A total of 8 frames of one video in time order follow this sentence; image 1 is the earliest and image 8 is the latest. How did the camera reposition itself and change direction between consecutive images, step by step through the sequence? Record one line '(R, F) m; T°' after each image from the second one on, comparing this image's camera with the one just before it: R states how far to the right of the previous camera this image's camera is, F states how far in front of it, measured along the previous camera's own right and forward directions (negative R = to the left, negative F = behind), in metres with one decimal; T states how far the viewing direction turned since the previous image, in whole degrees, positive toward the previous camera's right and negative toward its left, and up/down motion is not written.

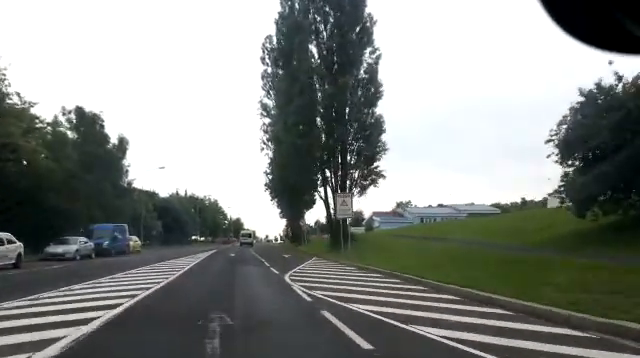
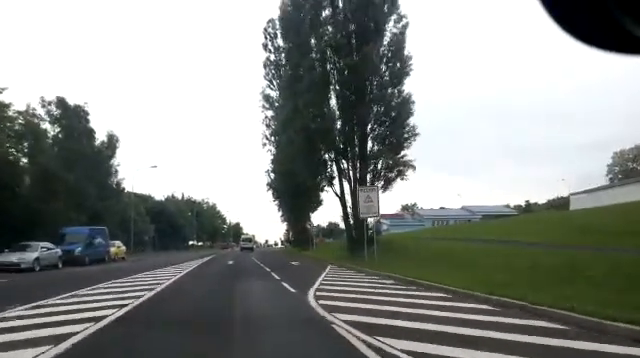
(+0.1, +5.7) m; 0°
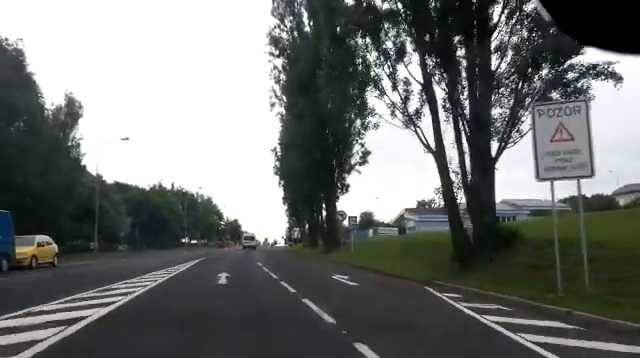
(+0.1, +14.6) m; 0°
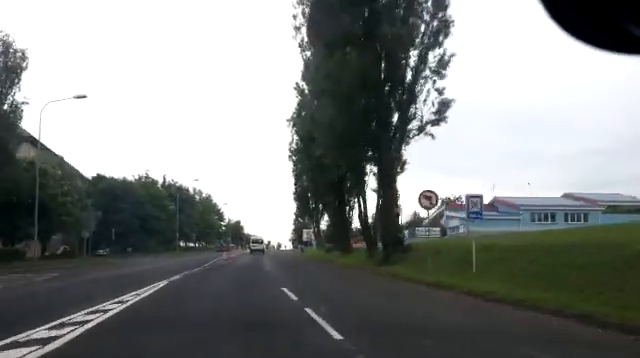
(0.0, +14.4) m; 0°
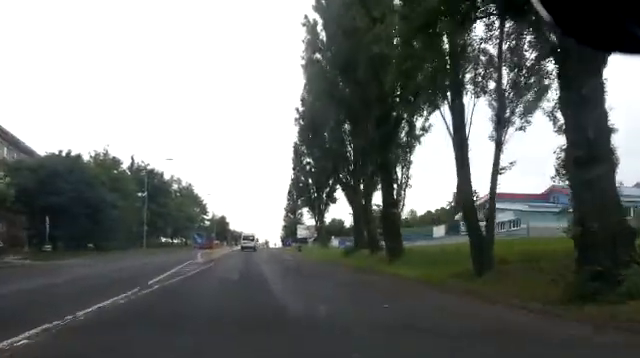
(-0.1, +14.7) m; -2°
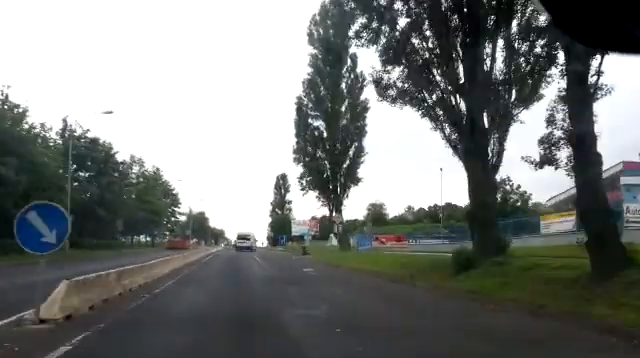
(-0.5, +19.8) m; 0°
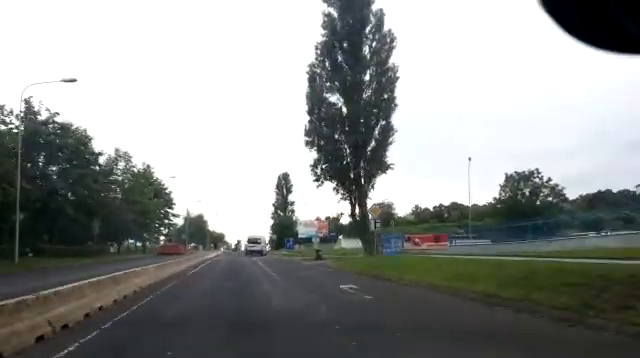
(+0.4, +8.3) m; +2°
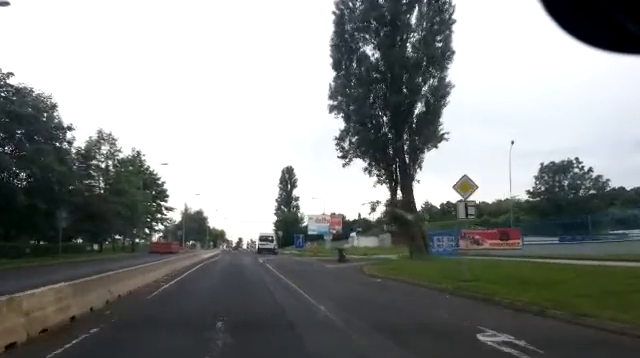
(+0.1, +8.8) m; +1°
